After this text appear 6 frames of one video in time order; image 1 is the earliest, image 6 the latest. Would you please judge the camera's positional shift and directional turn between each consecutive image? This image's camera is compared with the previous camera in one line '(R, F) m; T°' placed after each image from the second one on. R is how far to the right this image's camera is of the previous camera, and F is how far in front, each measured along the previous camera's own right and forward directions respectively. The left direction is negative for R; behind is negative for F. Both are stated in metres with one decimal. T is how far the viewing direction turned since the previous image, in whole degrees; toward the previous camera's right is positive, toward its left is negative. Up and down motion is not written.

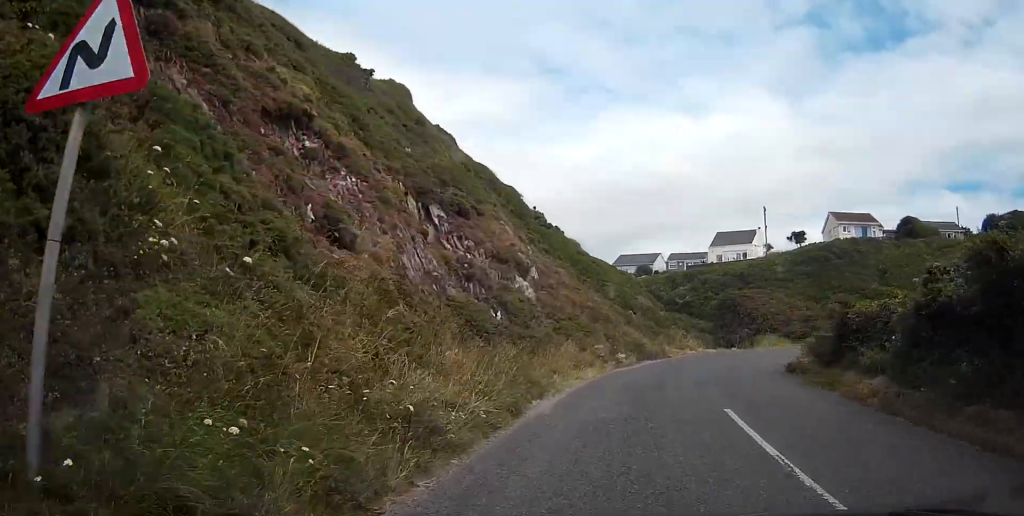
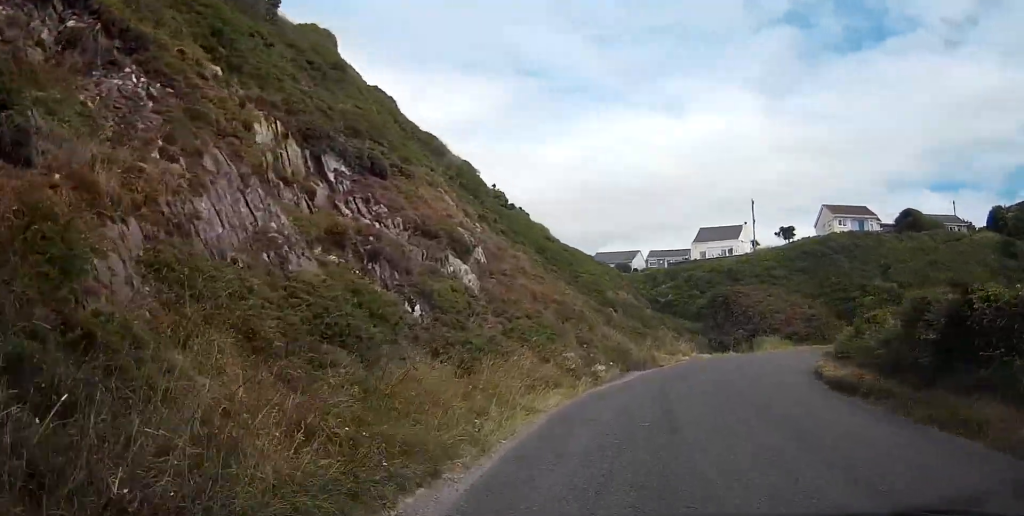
(+0.1, +6.4) m; +1°
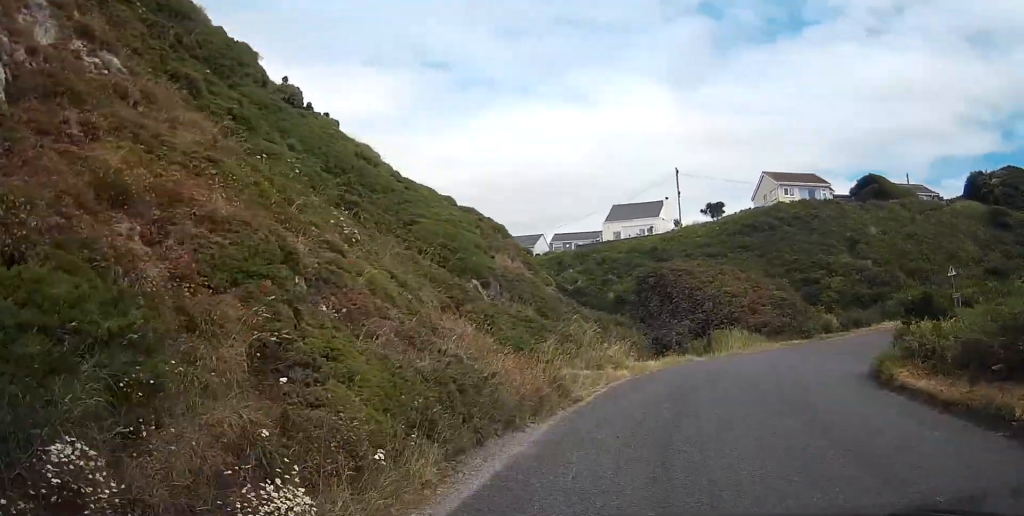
(+0.1, +13.7) m; +3°
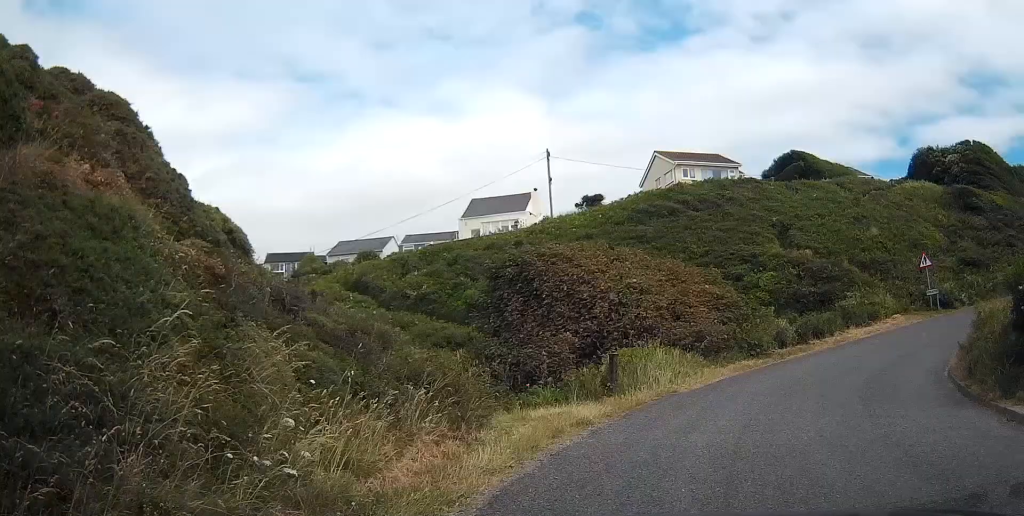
(+1.1, +12.6) m; +10°
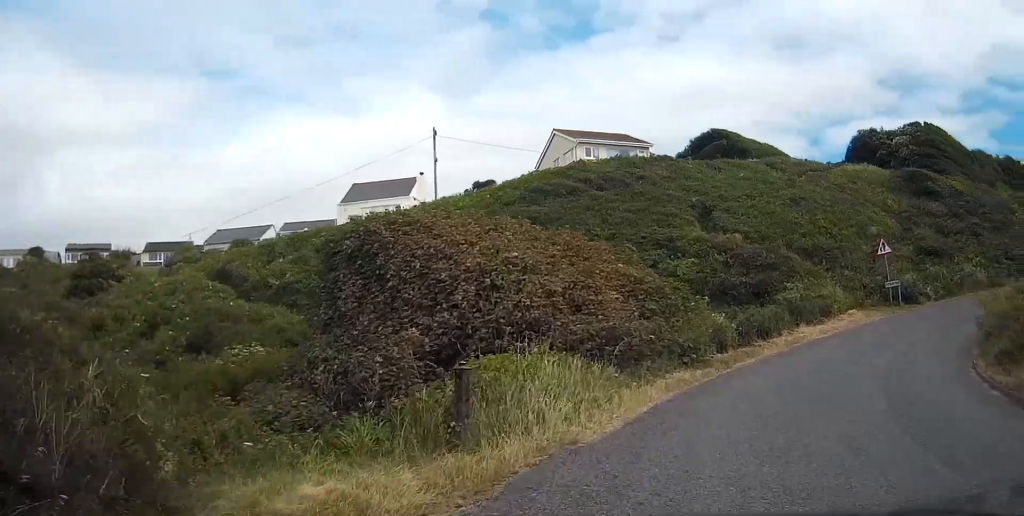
(+0.3, +6.6) m; +5°
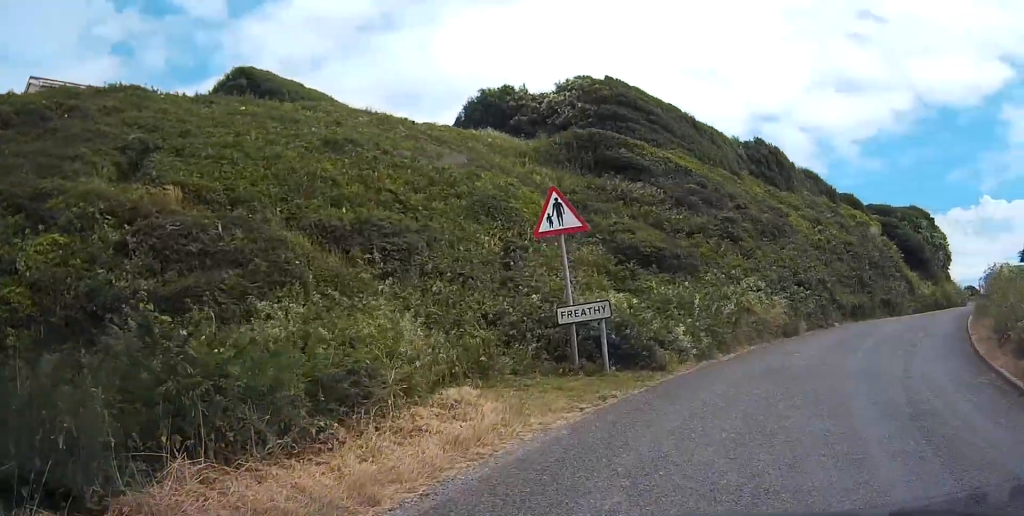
(+4.7, +18.8) m; +27°
